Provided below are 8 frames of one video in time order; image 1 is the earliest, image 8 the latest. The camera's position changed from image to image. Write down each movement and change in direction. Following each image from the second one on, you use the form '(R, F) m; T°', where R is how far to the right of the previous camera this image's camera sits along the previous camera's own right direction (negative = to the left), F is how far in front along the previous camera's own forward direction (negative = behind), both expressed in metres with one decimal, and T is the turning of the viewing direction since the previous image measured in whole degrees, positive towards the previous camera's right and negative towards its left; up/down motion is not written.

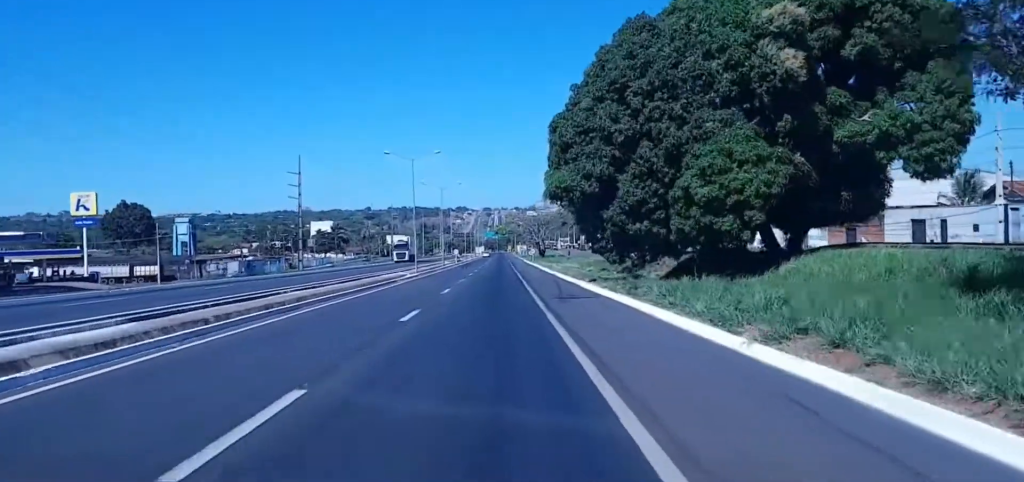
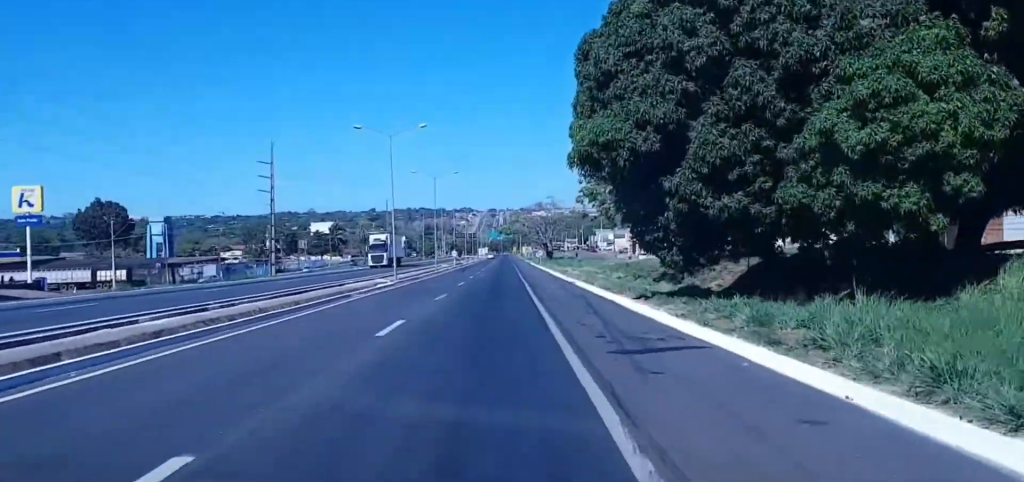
(+0.5, +18.8) m; 0°
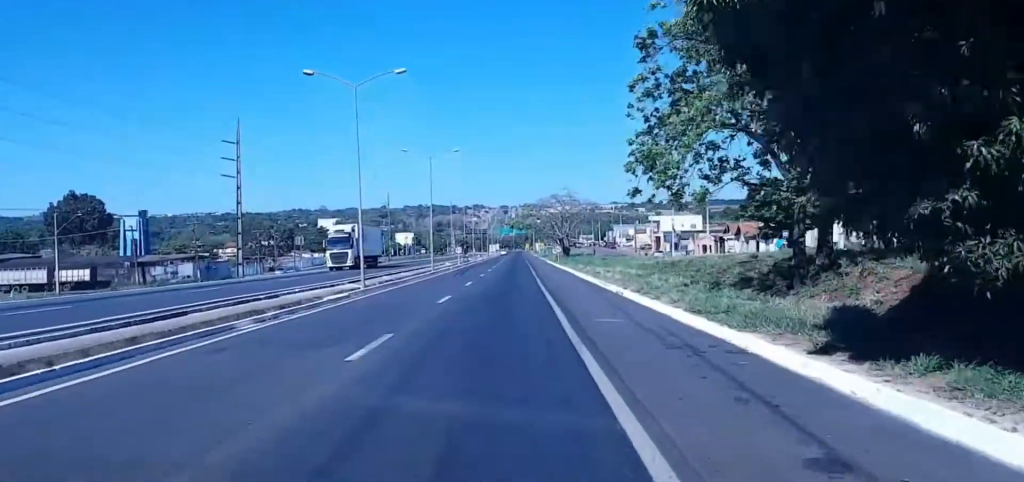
(-0.4, +20.0) m; 0°
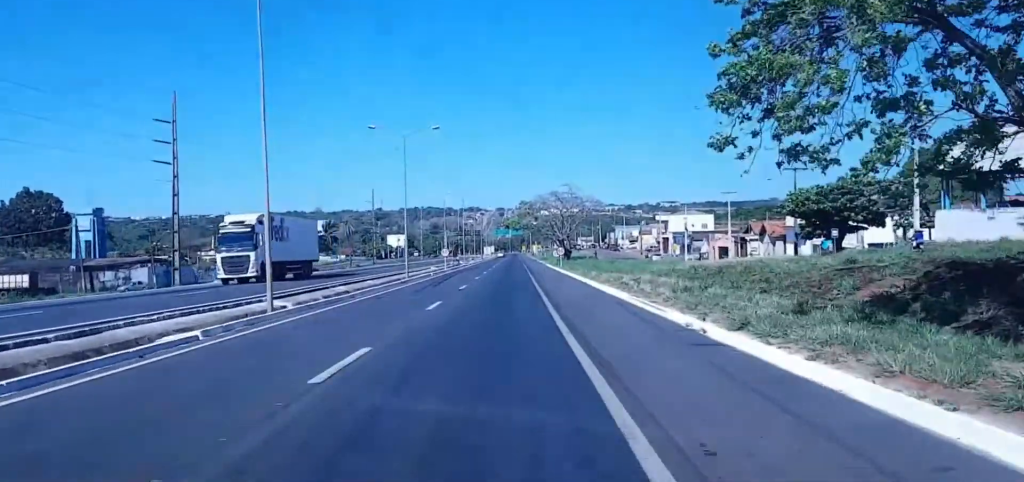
(+0.4, +17.8) m; +2°
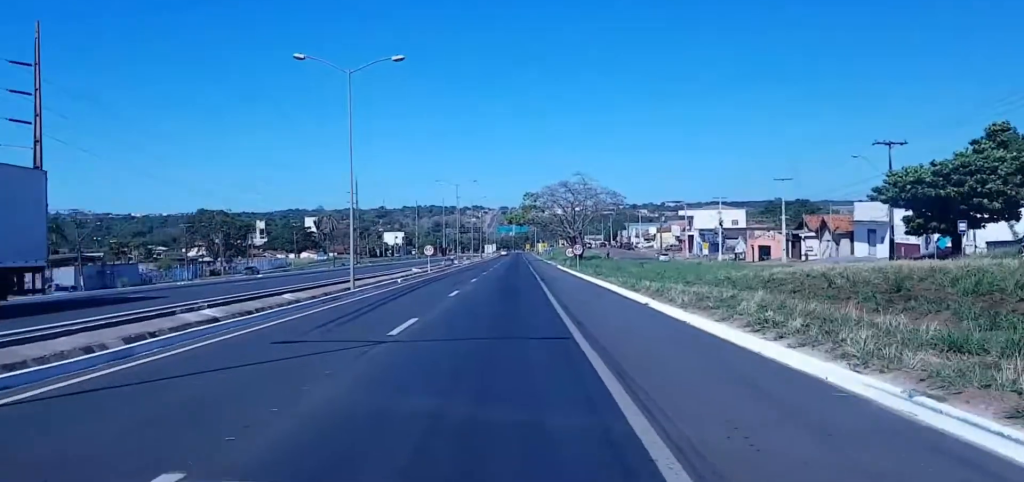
(+0.4, +24.7) m; +1°
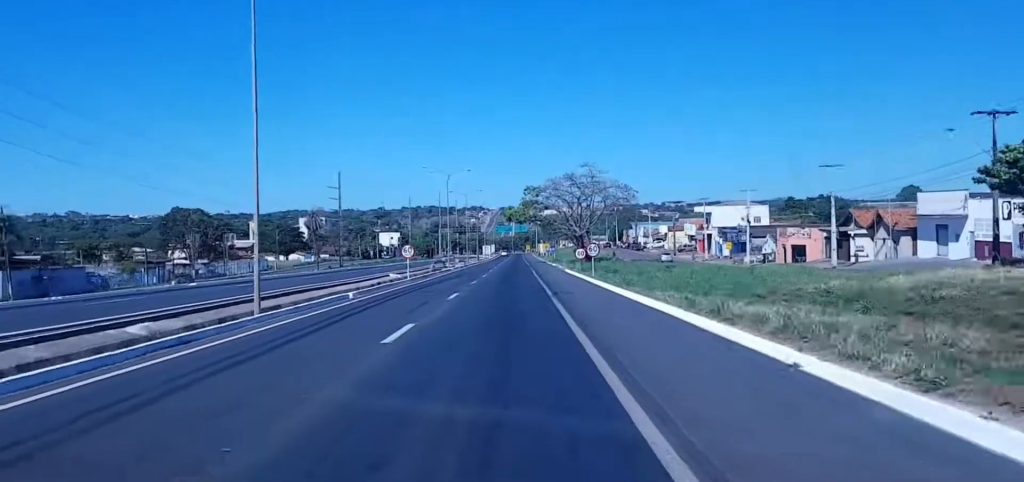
(-0.1, +16.9) m; 0°
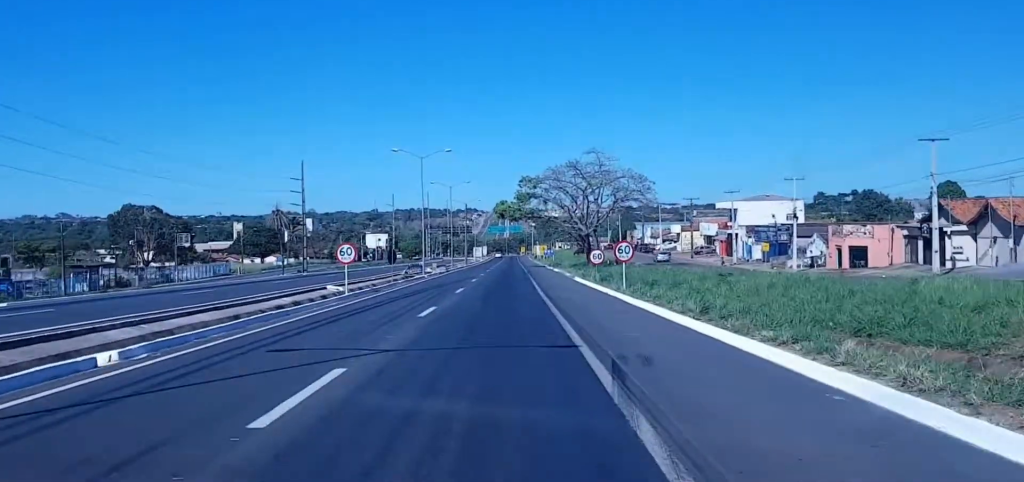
(+0.3, +23.5) m; +1°
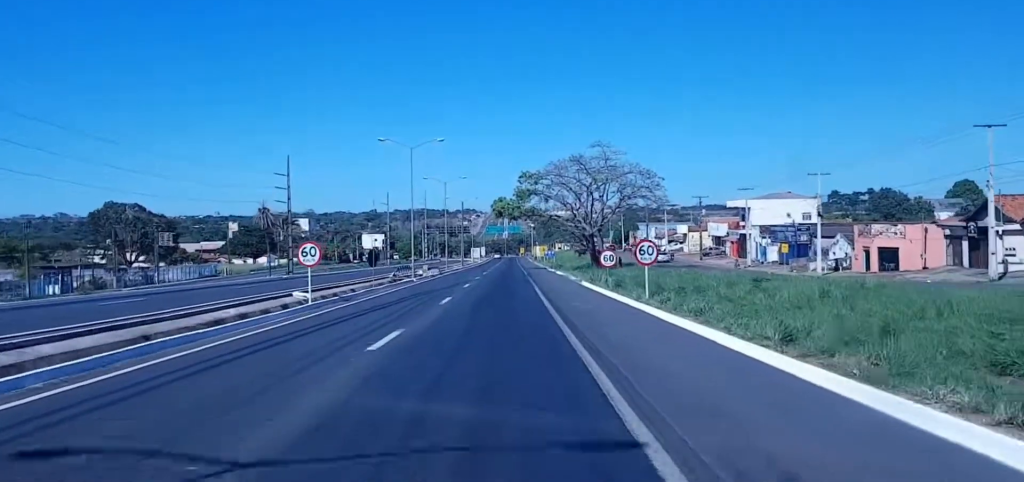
(0.0, +8.3) m; -1°
